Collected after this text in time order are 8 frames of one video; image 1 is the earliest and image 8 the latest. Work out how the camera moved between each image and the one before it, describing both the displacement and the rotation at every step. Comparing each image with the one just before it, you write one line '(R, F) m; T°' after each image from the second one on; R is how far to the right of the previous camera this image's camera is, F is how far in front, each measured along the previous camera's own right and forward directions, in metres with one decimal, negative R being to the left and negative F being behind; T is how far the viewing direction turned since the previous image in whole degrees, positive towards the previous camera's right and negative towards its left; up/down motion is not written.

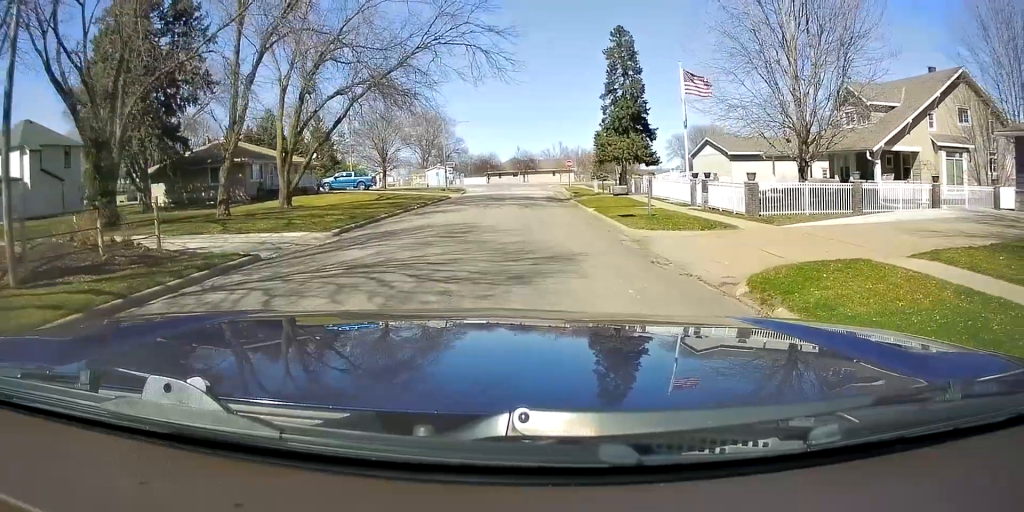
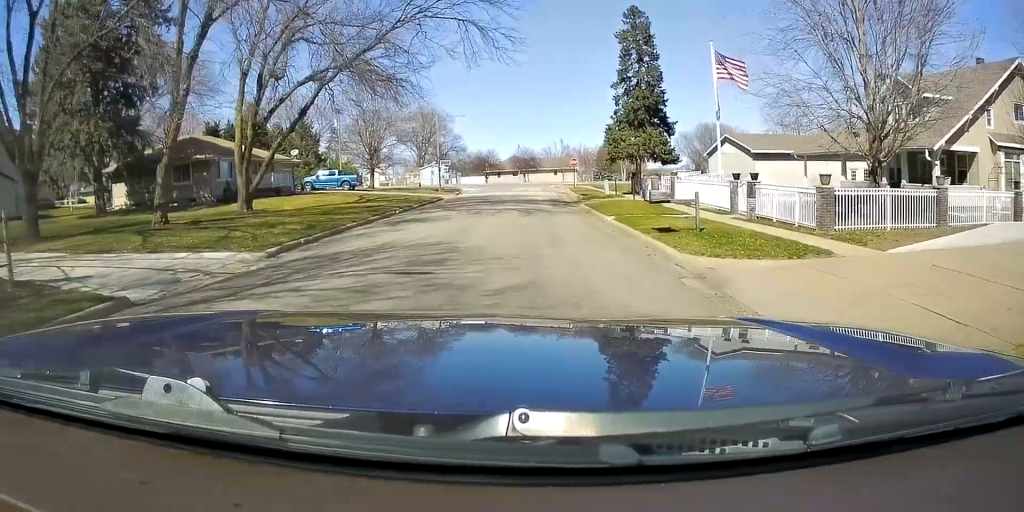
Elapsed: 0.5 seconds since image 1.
(0.0, +5.6) m; 0°
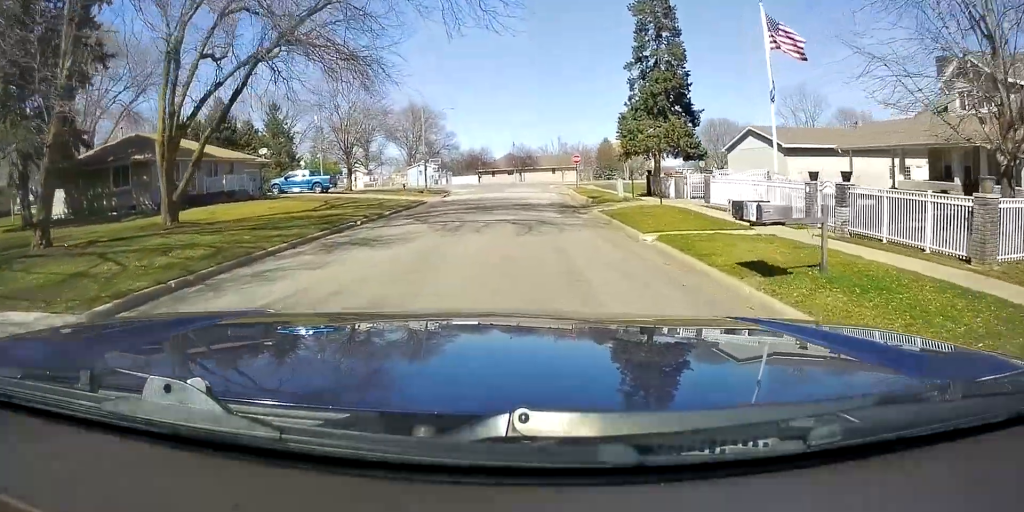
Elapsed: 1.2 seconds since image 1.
(0.0, +6.9) m; 0°
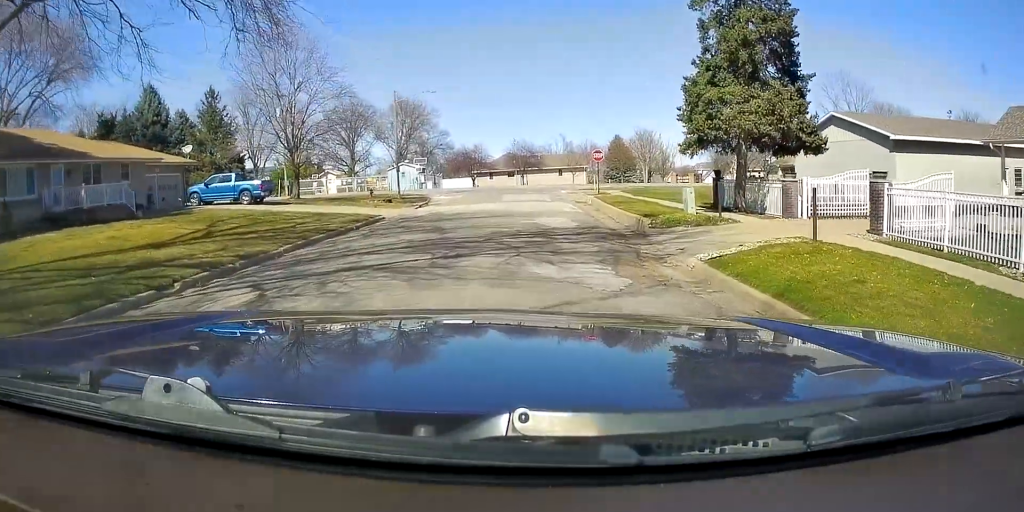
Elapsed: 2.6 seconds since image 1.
(0.0, +13.8) m; 0°
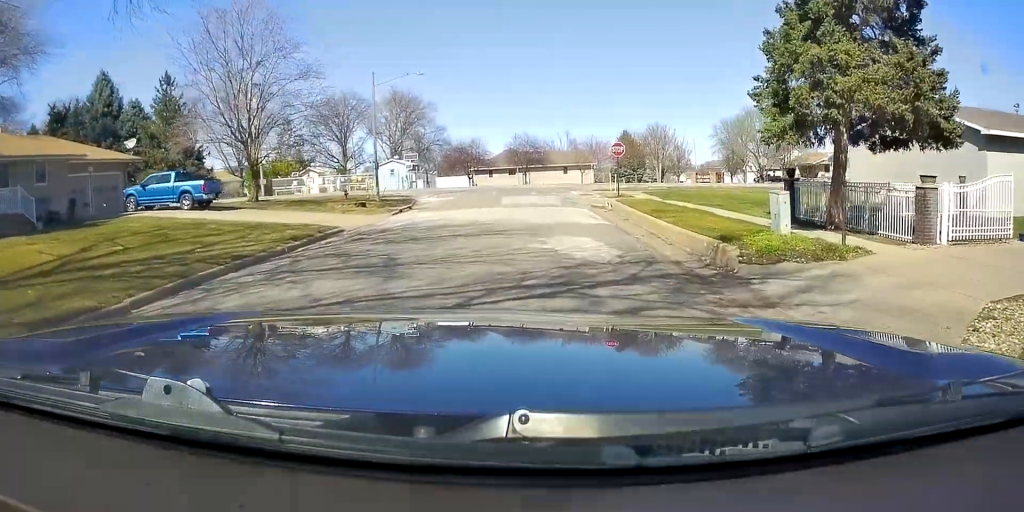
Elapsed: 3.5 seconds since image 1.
(0.0, +7.5) m; 0°
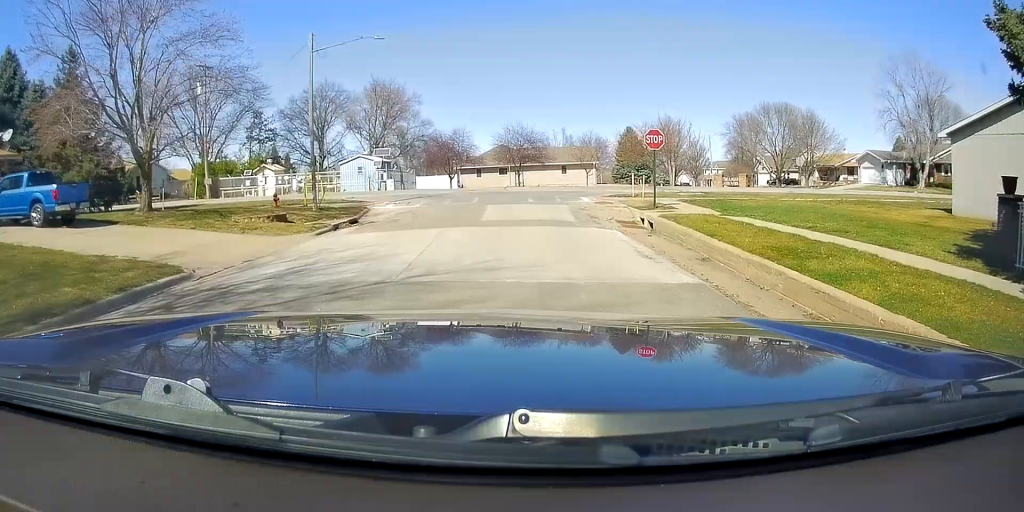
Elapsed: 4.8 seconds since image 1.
(0.0, +10.7) m; 0°
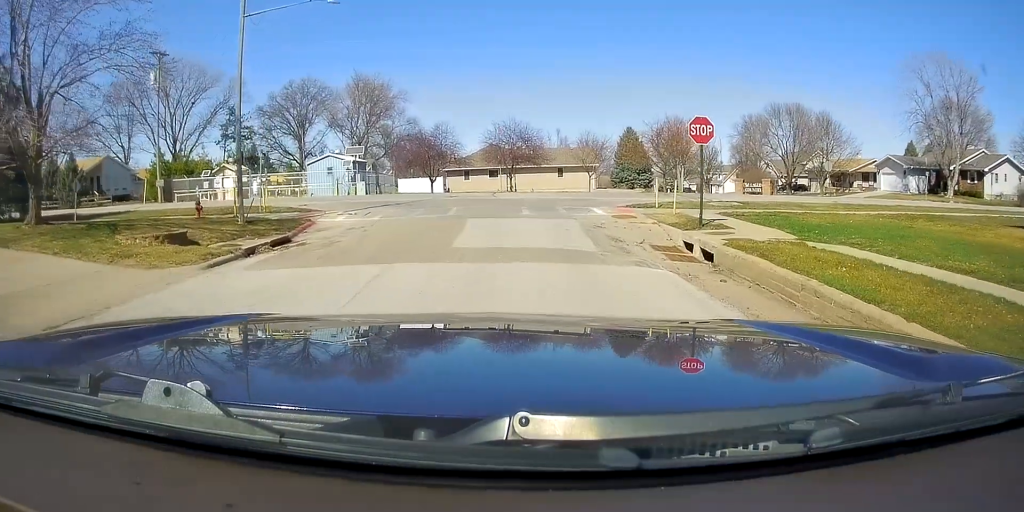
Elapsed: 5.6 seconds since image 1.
(0.0, +6.8) m; 0°
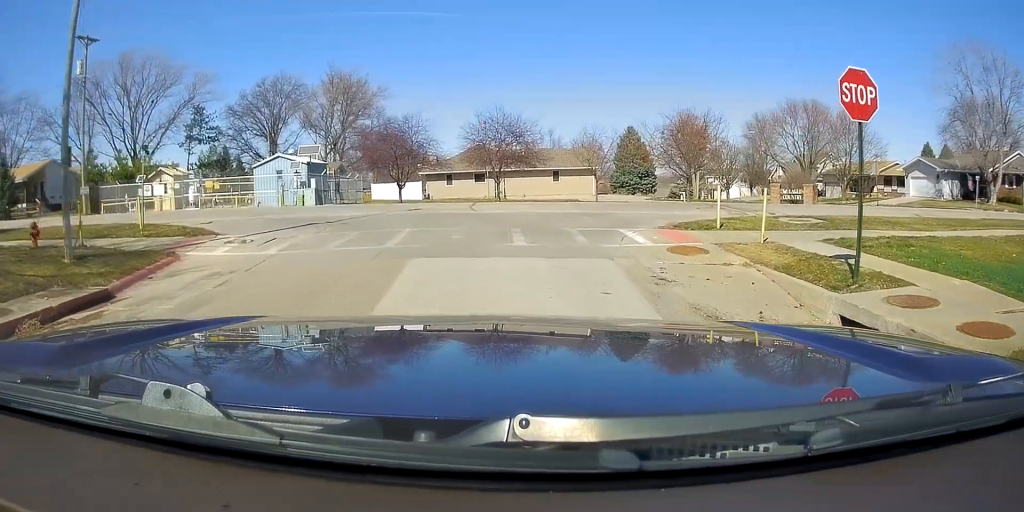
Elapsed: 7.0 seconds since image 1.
(0.0, +9.1) m; 0°
